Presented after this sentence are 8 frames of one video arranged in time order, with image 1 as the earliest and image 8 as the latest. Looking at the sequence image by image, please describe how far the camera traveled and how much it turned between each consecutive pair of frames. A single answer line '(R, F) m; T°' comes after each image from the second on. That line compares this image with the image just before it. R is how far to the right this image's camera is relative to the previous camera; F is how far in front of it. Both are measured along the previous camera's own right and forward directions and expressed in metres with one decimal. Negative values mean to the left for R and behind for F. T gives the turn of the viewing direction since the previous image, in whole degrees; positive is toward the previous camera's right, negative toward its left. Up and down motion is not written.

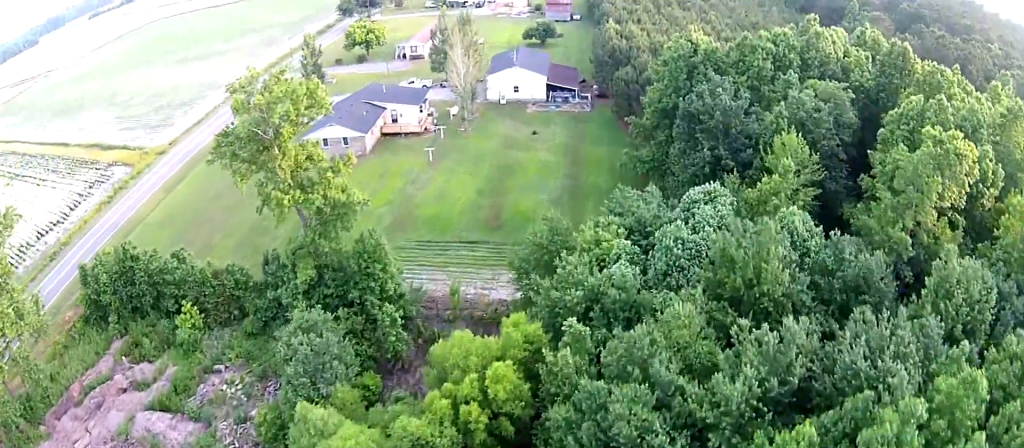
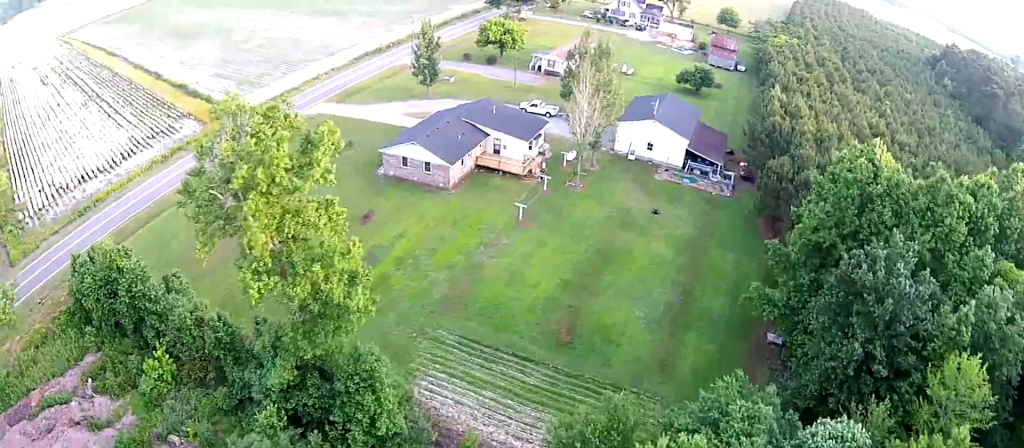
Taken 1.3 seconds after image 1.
(-1.3, +17.1) m; -13°
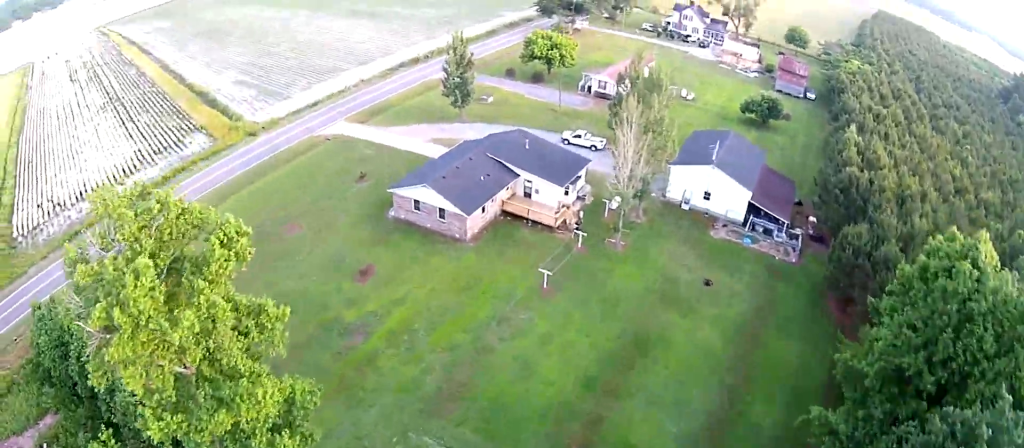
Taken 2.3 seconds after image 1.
(-1.4, +11.4) m; -17°
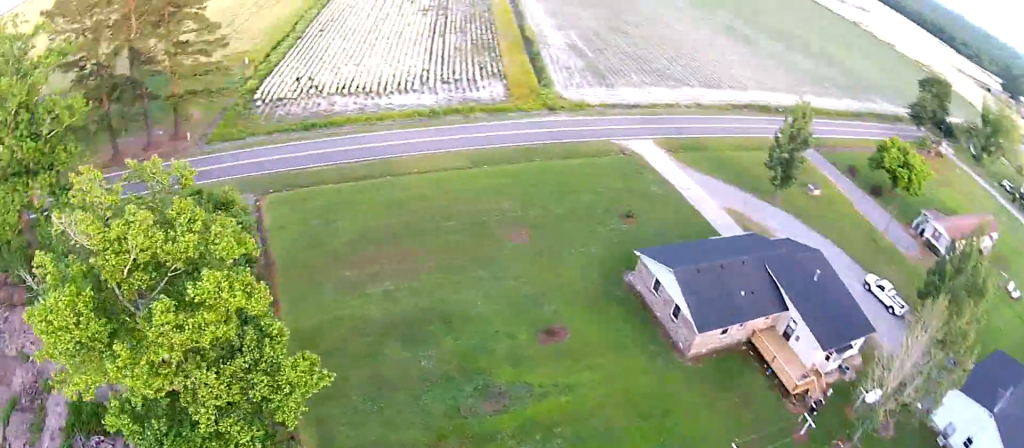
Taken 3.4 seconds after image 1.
(-2.8, +11.6) m; -30°
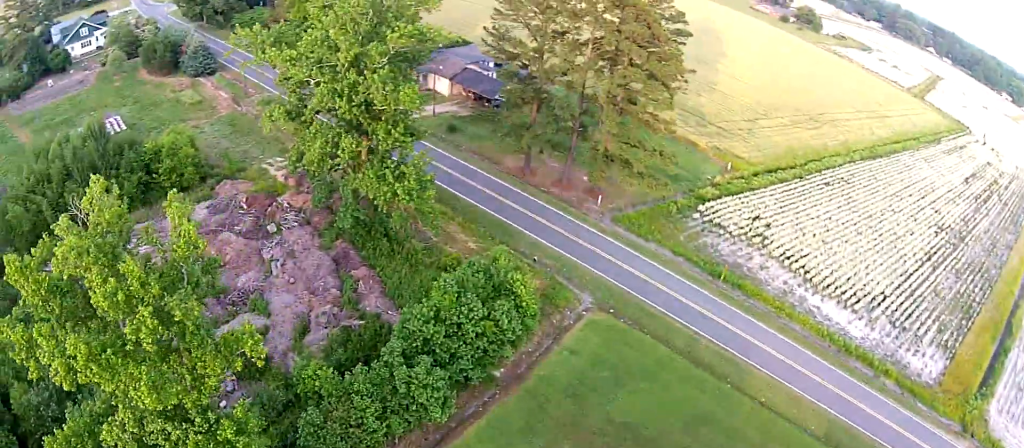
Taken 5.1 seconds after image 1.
(-7.6, +13.5) m; -65°
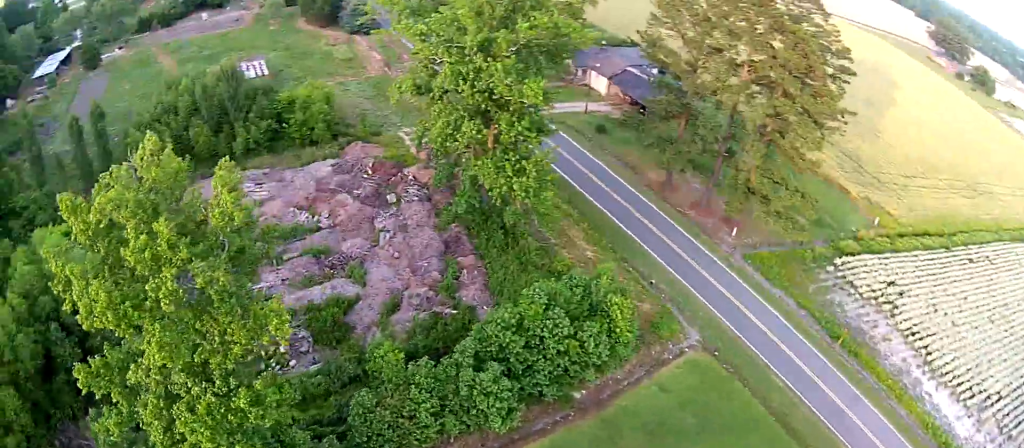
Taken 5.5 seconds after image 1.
(-0.4, +3.7) m; -15°
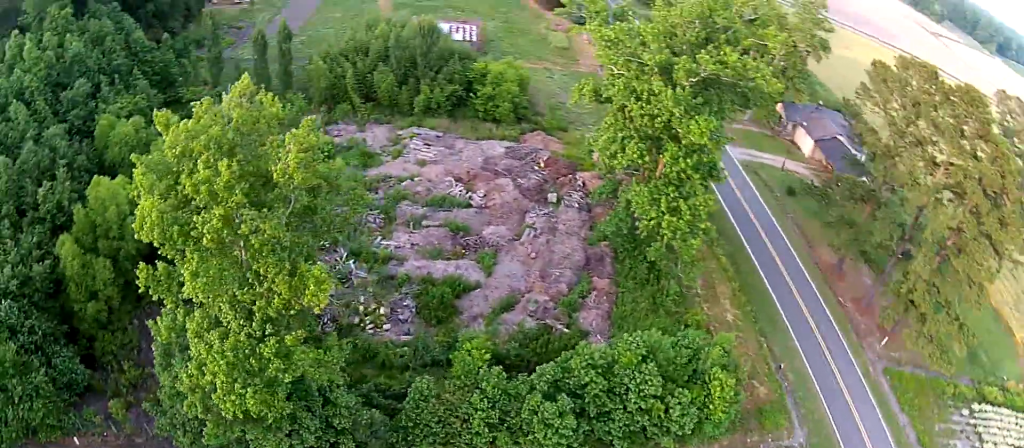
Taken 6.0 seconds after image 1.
(-1.7, +4.9) m; -12°
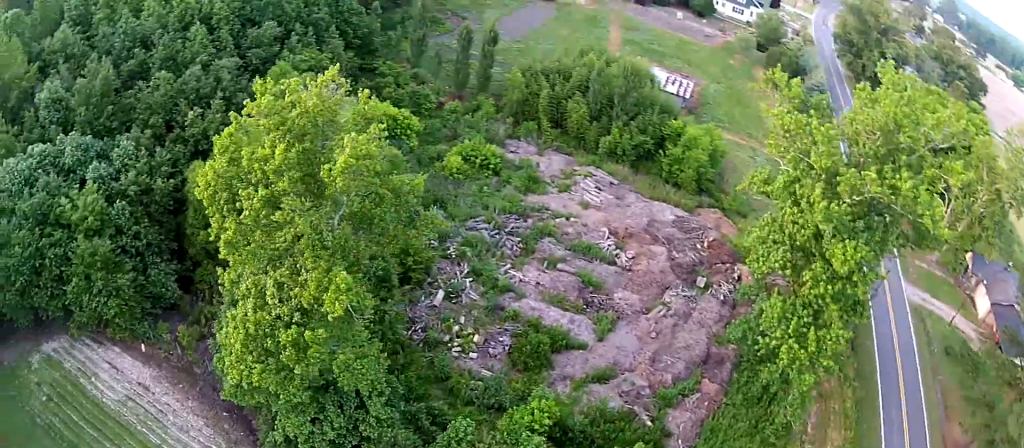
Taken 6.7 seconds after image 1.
(-0.7, +6.4) m; -11°
